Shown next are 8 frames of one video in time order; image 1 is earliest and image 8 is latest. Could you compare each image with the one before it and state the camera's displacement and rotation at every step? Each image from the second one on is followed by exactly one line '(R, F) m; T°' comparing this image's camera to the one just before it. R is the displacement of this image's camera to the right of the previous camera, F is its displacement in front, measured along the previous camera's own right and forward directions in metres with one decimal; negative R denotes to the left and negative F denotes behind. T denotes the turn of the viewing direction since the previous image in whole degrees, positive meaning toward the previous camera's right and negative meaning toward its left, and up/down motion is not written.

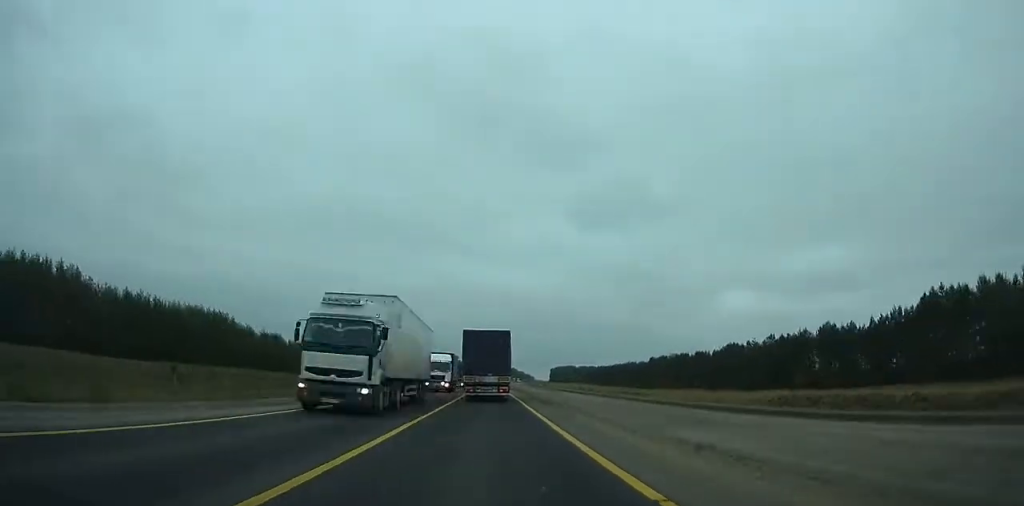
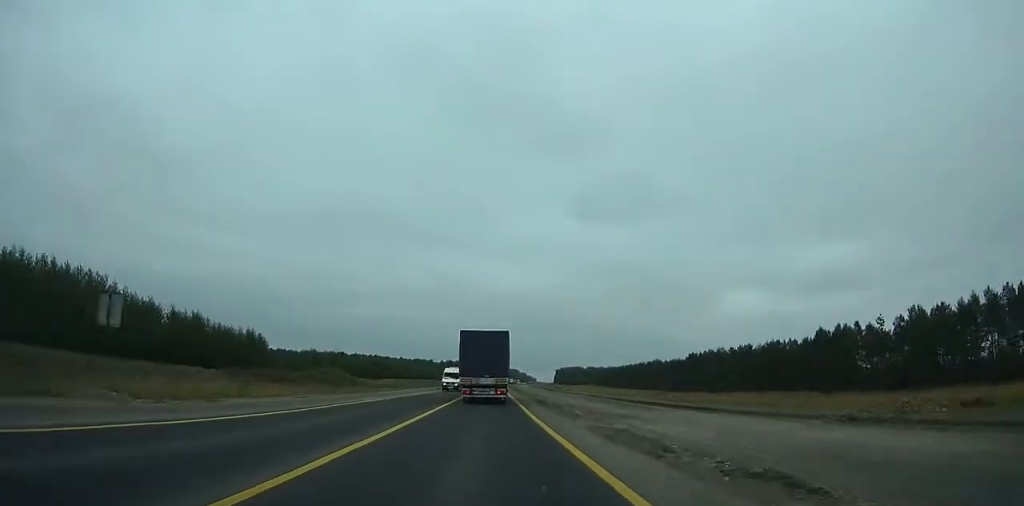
(-0.1, +56.5) m; 0°
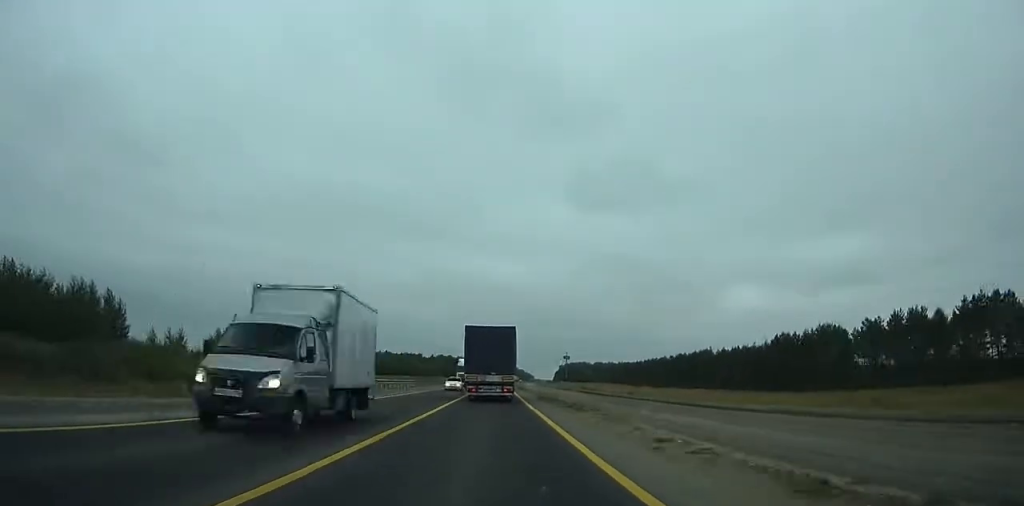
(+0.2, +74.3) m; 0°
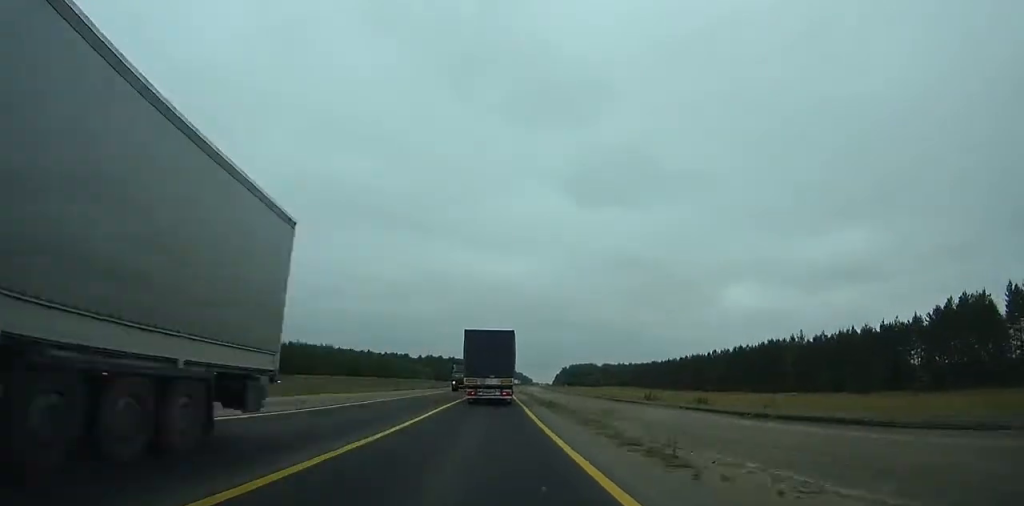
(+0.2, +69.5) m; 0°
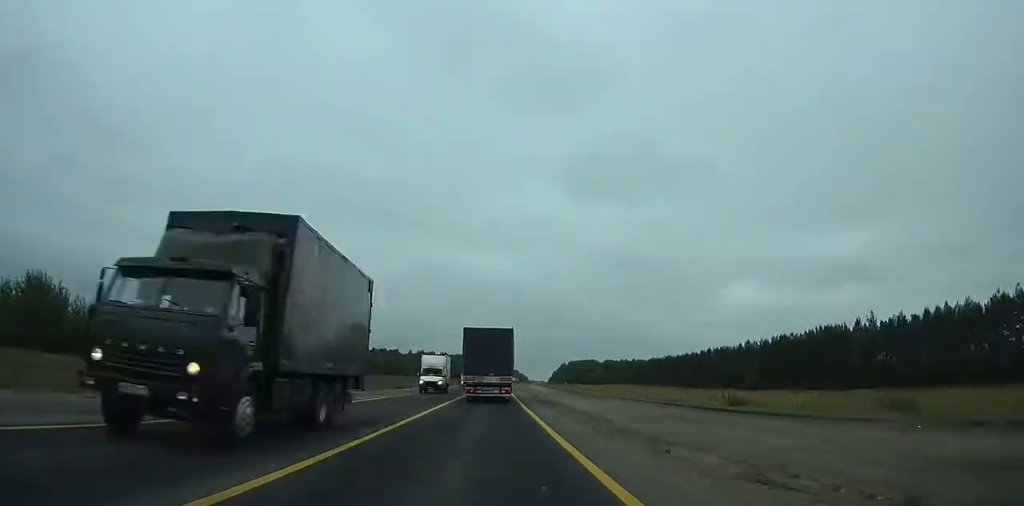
(0.0, +31.6) m; 0°
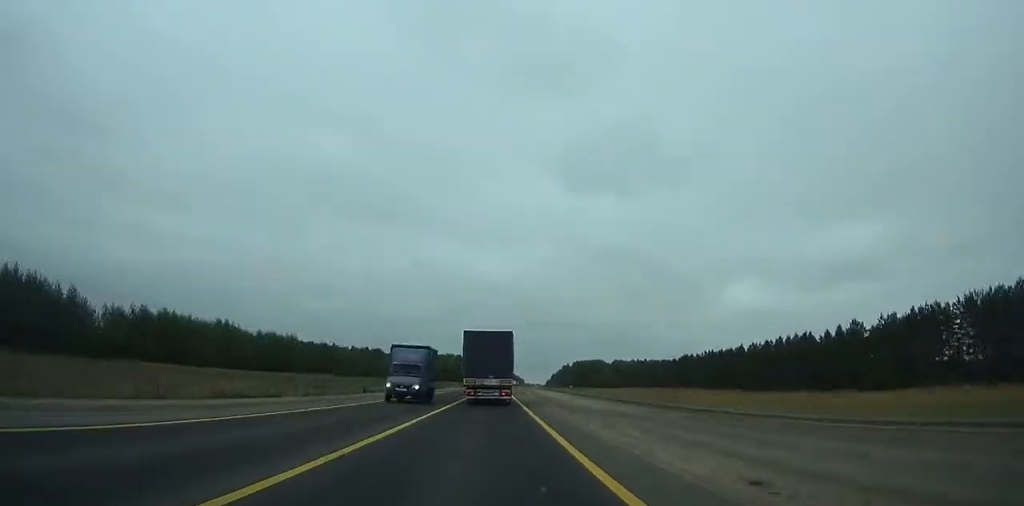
(+0.2, +59.1) m; +1°
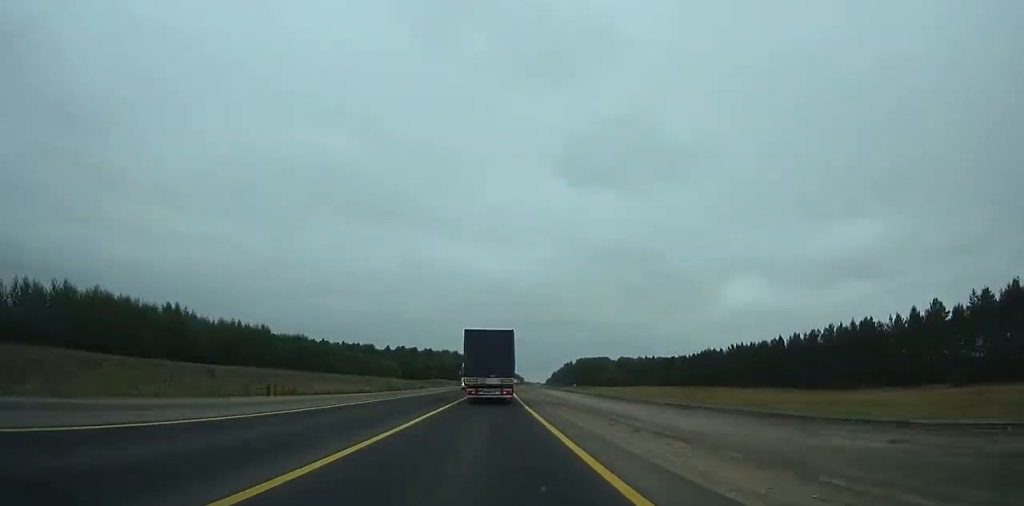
(0.0, +25.6) m; 0°
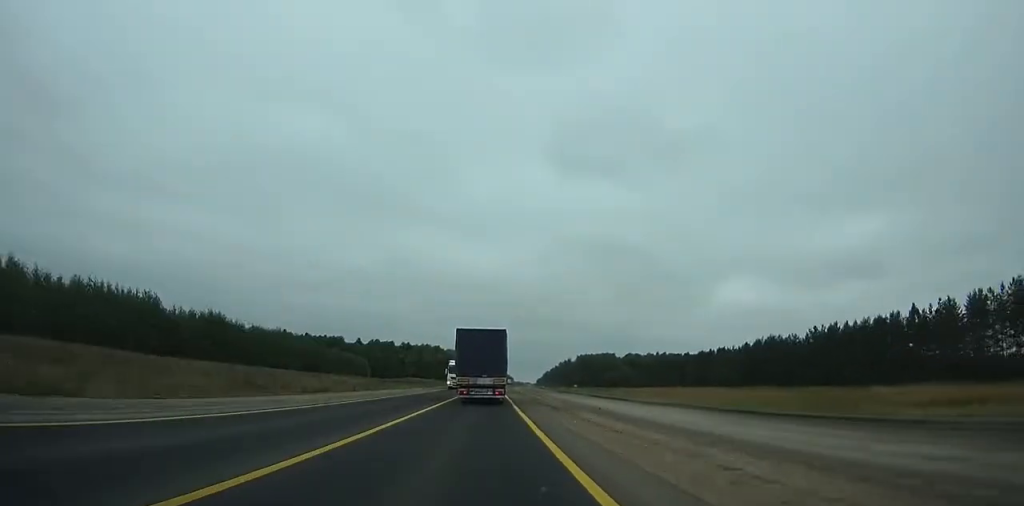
(+0.4, +59.2) m; +1°
